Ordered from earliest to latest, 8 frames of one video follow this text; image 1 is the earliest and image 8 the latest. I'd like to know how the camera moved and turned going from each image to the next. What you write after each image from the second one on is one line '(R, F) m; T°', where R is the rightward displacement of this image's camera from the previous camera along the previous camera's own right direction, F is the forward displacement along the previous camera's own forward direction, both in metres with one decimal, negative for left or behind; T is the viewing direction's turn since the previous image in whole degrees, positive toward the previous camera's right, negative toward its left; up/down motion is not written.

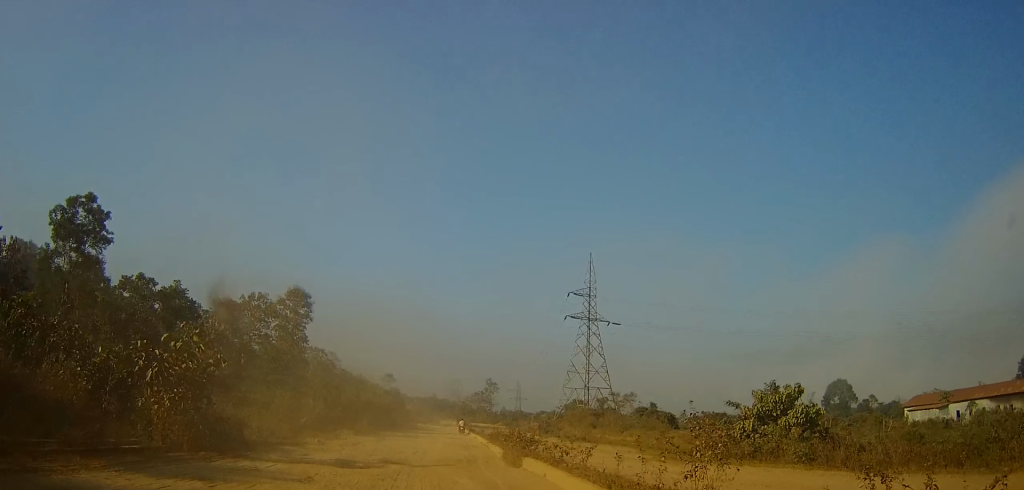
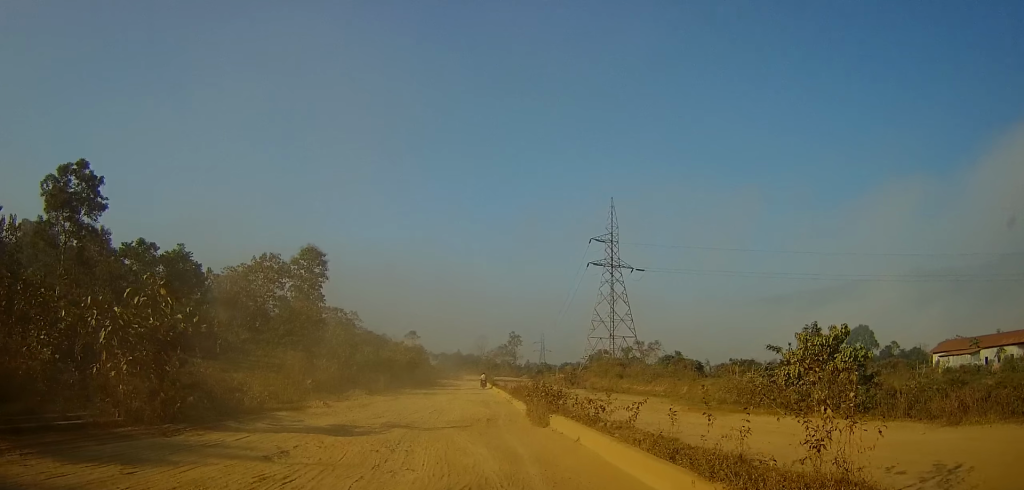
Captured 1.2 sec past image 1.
(-0.1, +3.3) m; -2°
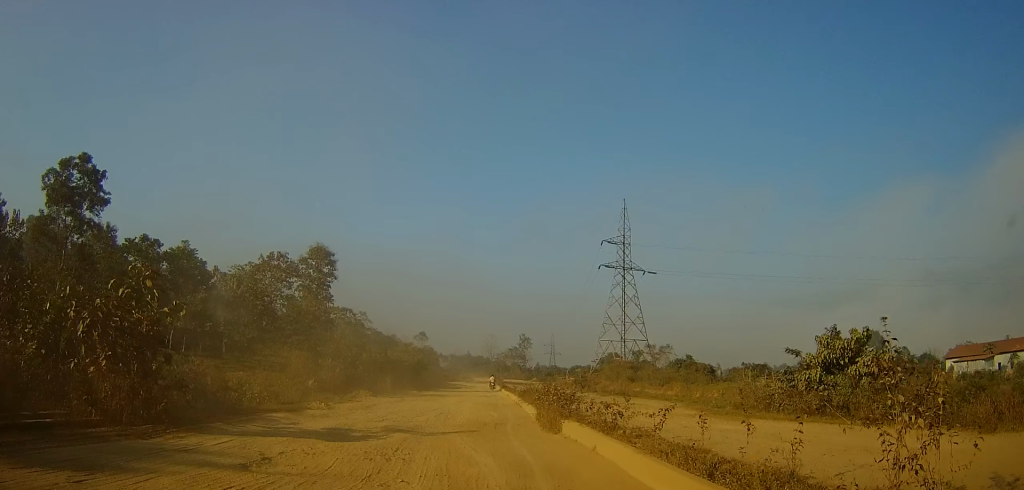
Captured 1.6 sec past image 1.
(0.0, +1.1) m; 0°
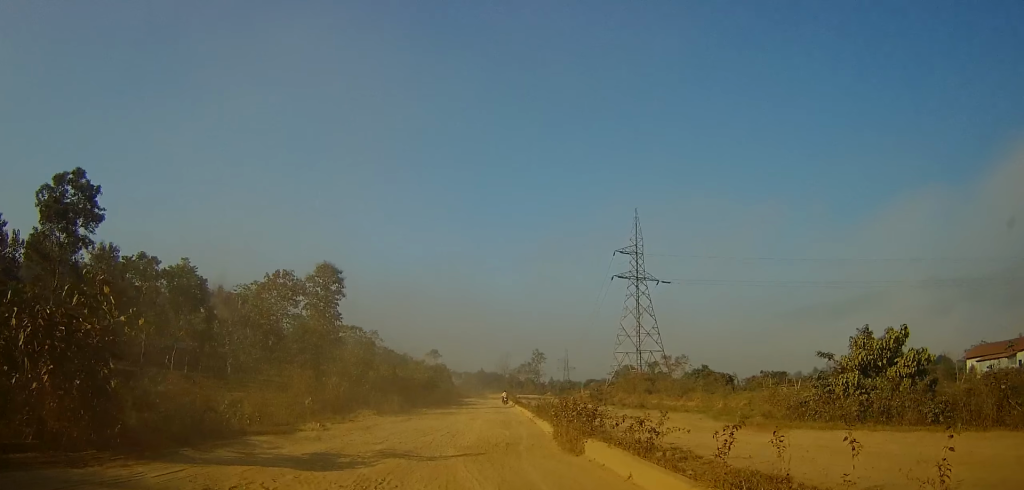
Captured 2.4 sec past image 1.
(0.0, +2.1) m; -1°
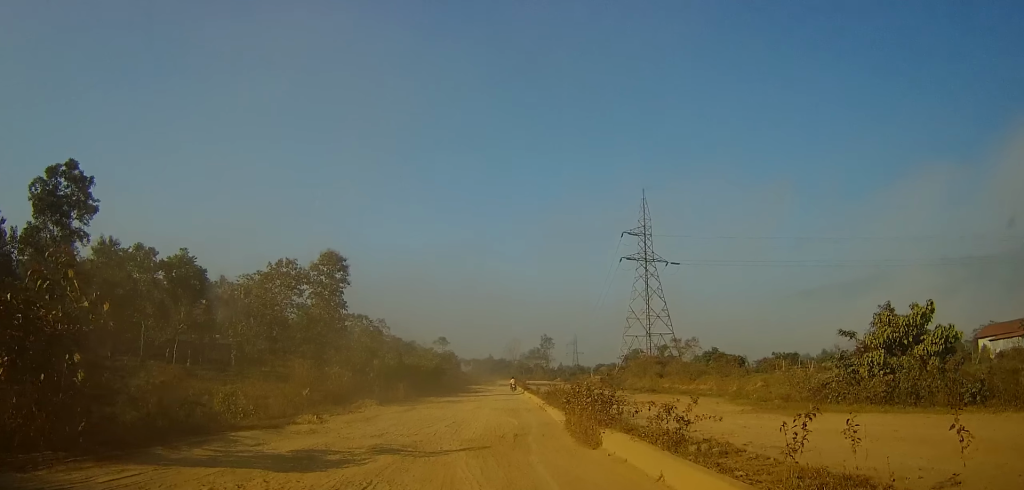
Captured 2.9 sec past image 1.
(0.0, +1.3) m; -1°
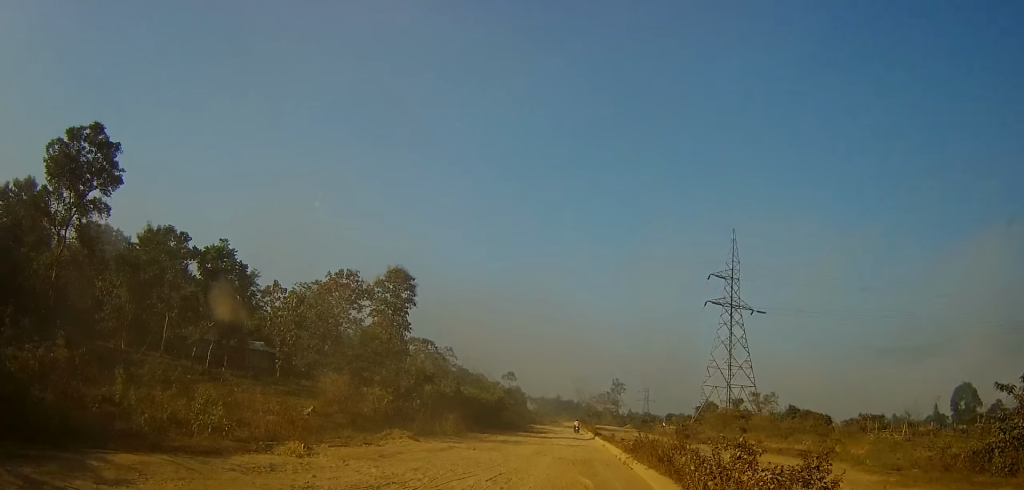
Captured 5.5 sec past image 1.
(-0.3, +7.9) m; -7°
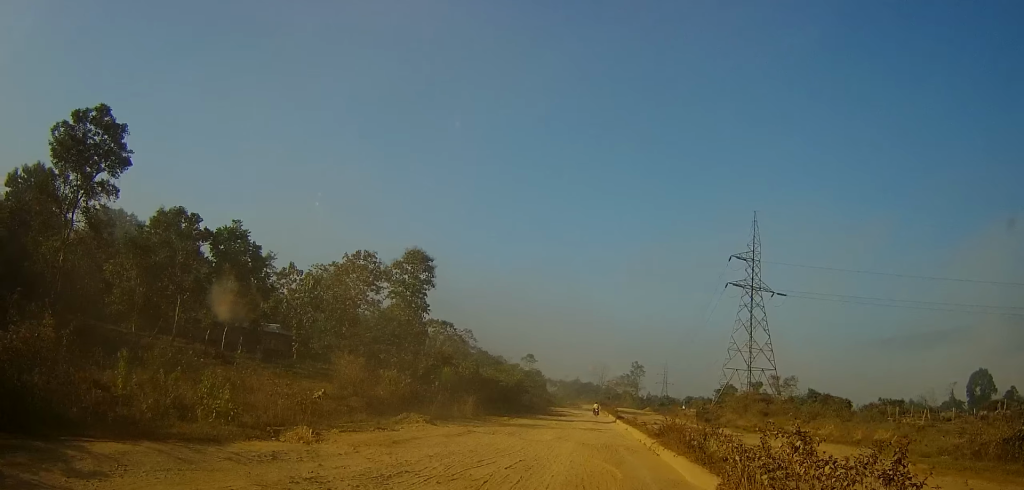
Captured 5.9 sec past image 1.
(-0.1, +1.4) m; -3°
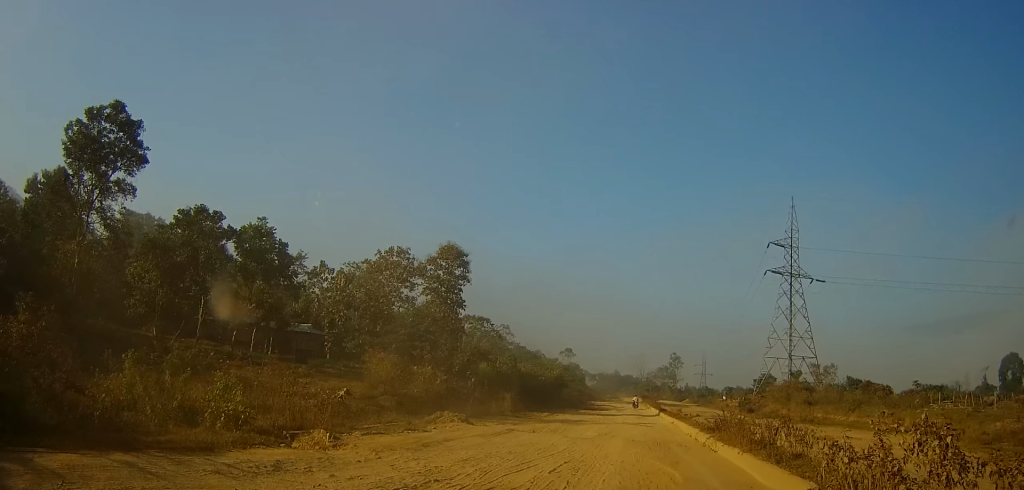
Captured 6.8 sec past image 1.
(-0.1, +2.3) m; -2°
